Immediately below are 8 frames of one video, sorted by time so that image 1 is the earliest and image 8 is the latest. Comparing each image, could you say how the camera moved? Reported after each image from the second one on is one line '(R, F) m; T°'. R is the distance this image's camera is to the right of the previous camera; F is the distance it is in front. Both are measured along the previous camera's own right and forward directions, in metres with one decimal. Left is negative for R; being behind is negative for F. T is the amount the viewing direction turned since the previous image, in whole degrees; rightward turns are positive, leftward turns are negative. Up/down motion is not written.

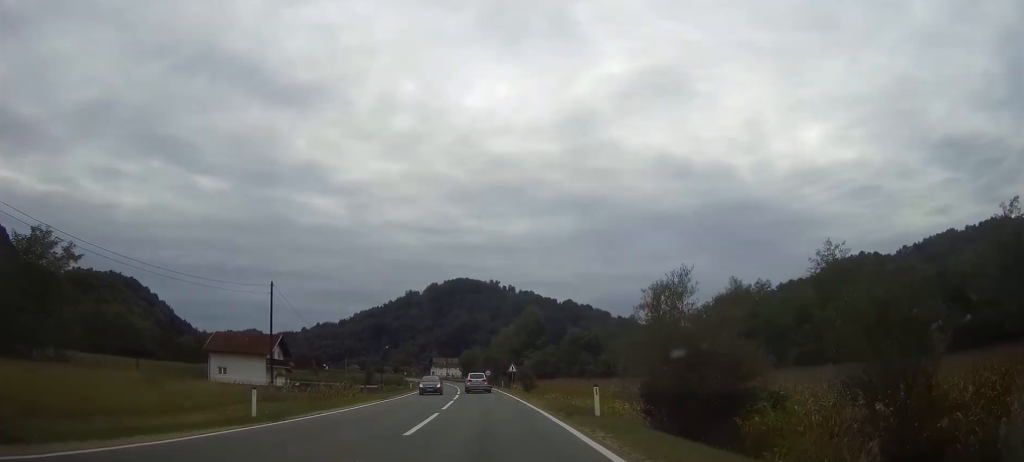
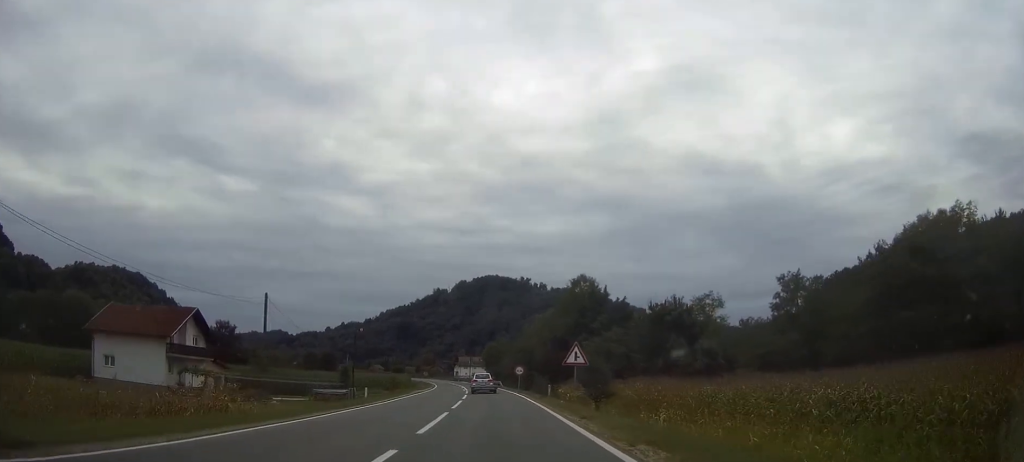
(-0.8, +38.3) m; -3°
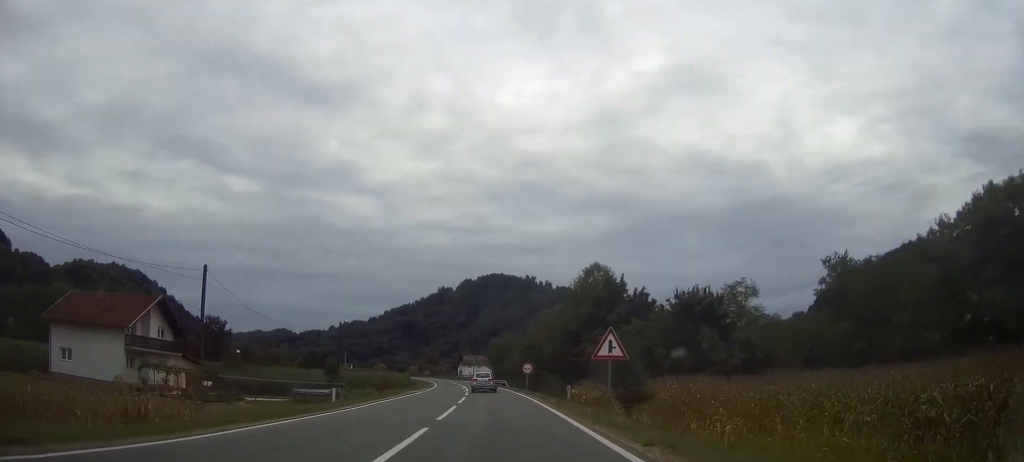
(0.0, +8.6) m; -1°
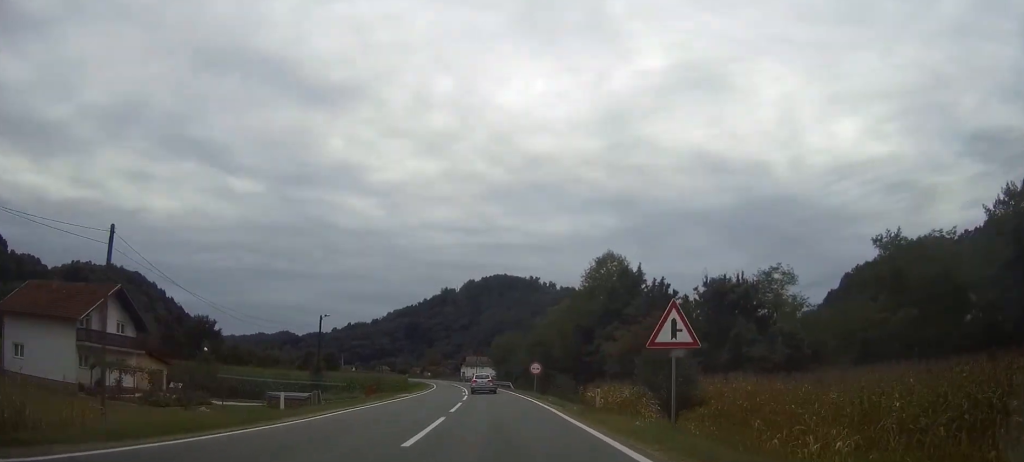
(0.0, +7.9) m; 0°
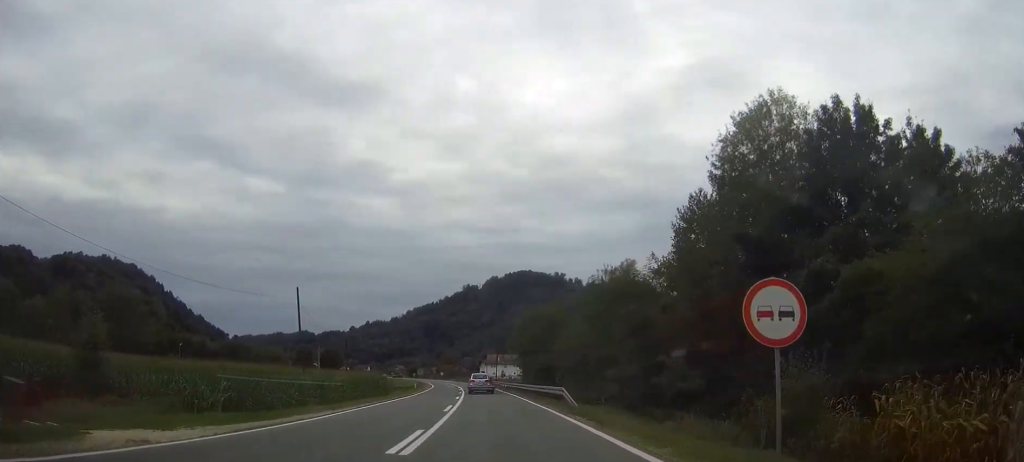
(-0.6, +42.9) m; -2°
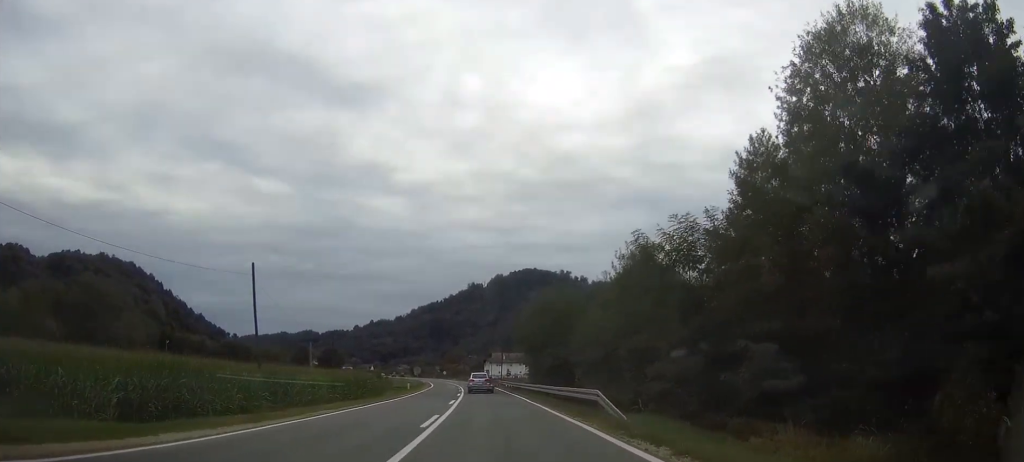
(0.0, +9.2) m; -1°
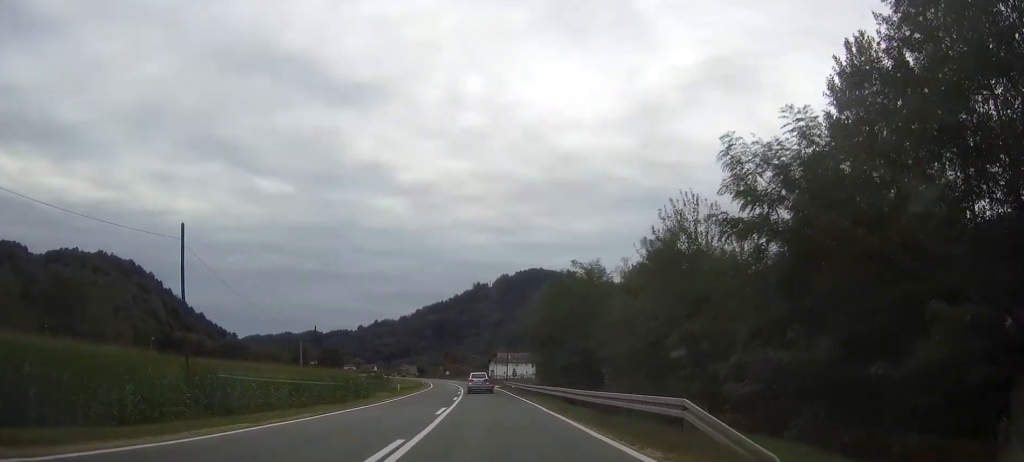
(-0.1, +9.2) m; -1°
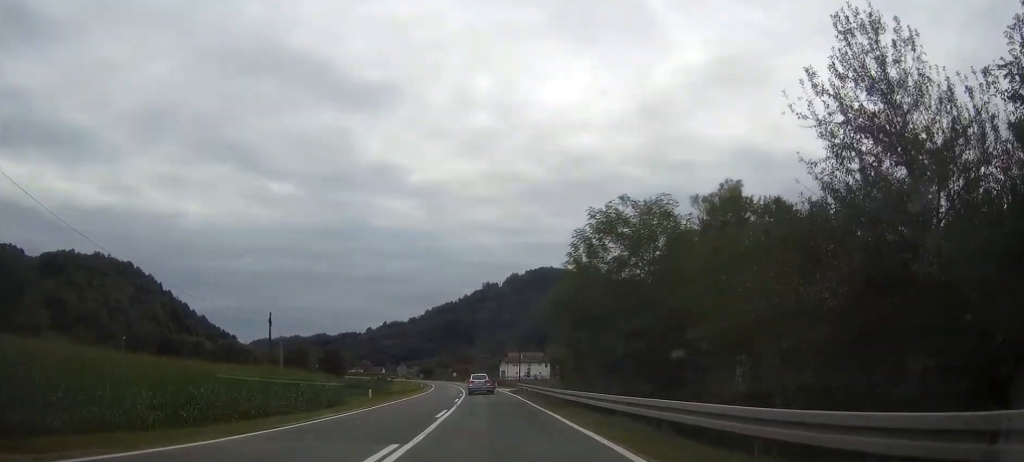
(-0.2, +15.8) m; -1°
